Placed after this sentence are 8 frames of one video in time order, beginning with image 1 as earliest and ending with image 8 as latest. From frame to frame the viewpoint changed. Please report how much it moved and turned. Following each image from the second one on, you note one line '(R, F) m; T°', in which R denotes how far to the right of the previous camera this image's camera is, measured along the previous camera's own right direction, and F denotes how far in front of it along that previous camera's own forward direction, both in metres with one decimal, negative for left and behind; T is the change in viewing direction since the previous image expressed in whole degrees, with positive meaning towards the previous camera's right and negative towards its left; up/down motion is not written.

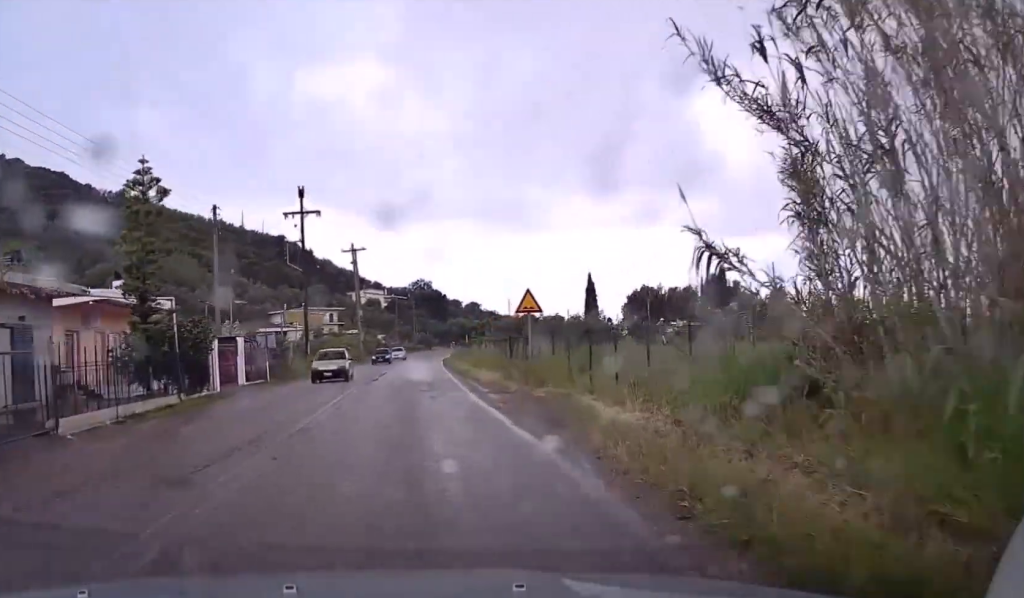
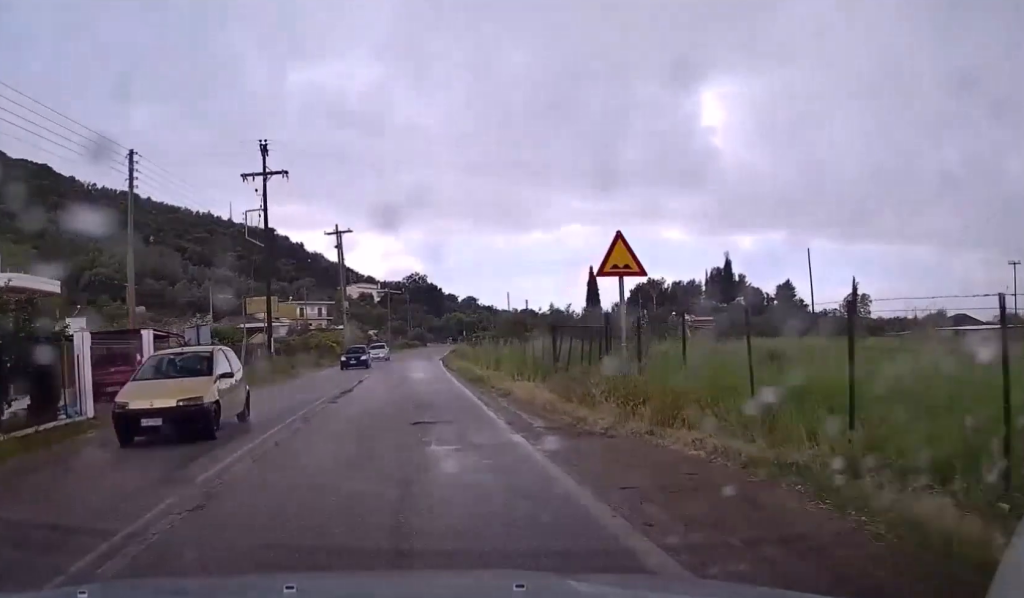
(0.0, +11.3) m; 0°
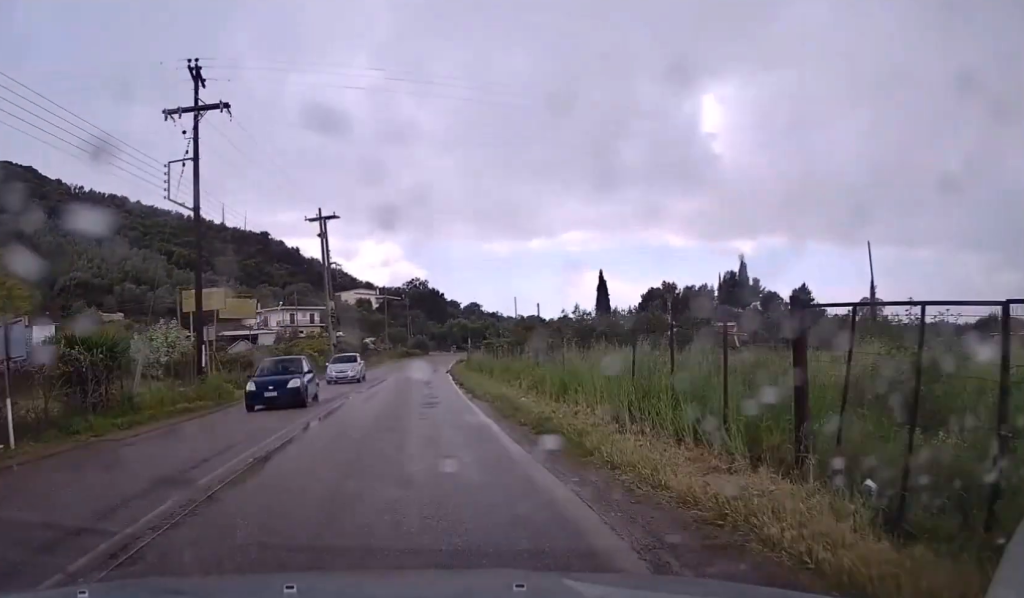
(+0.1, +13.4) m; 0°
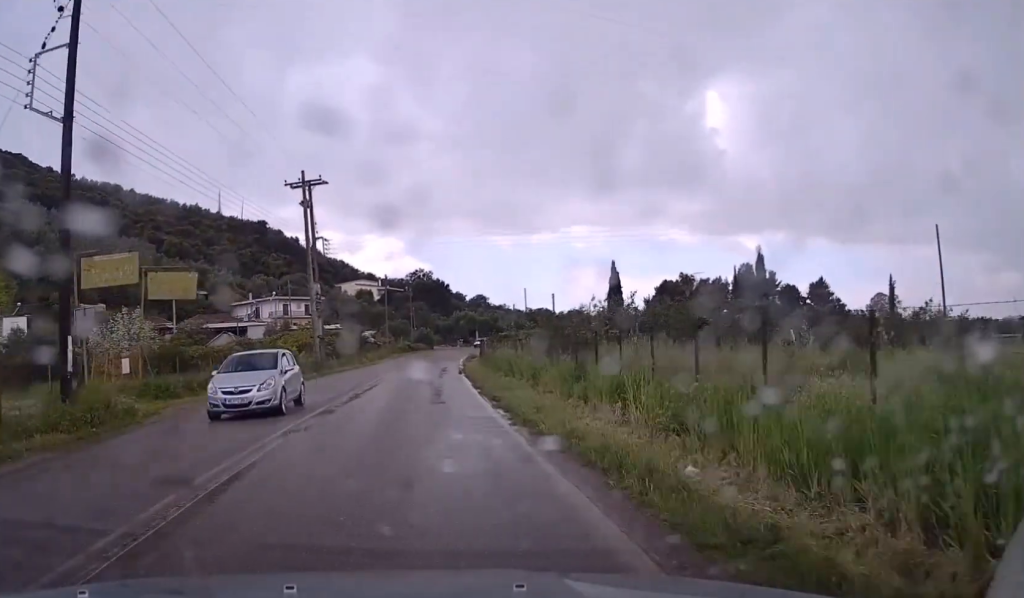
(-0.1, +10.9) m; 0°
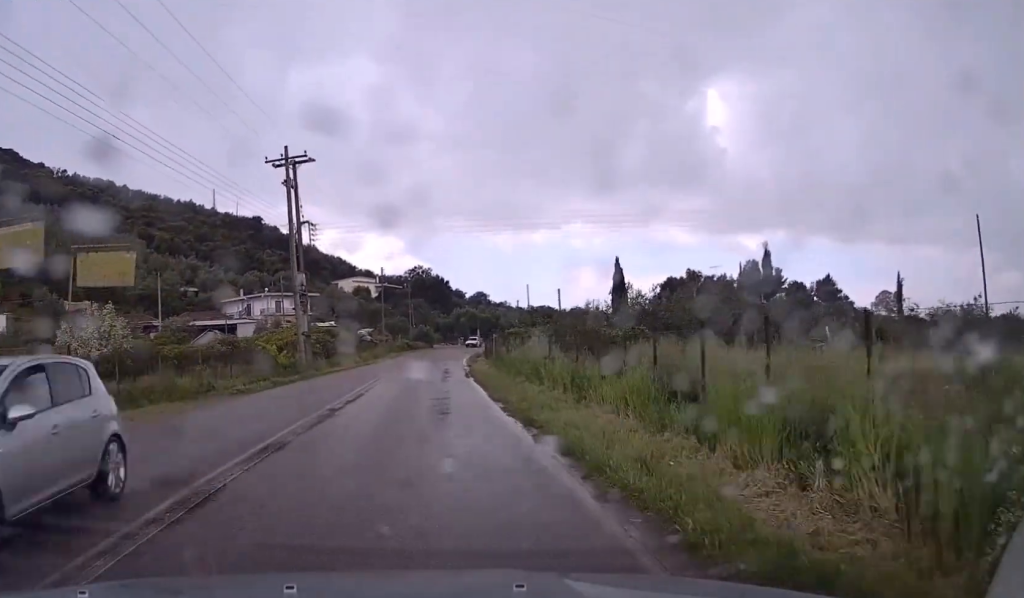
(0.0, +6.5) m; 0°
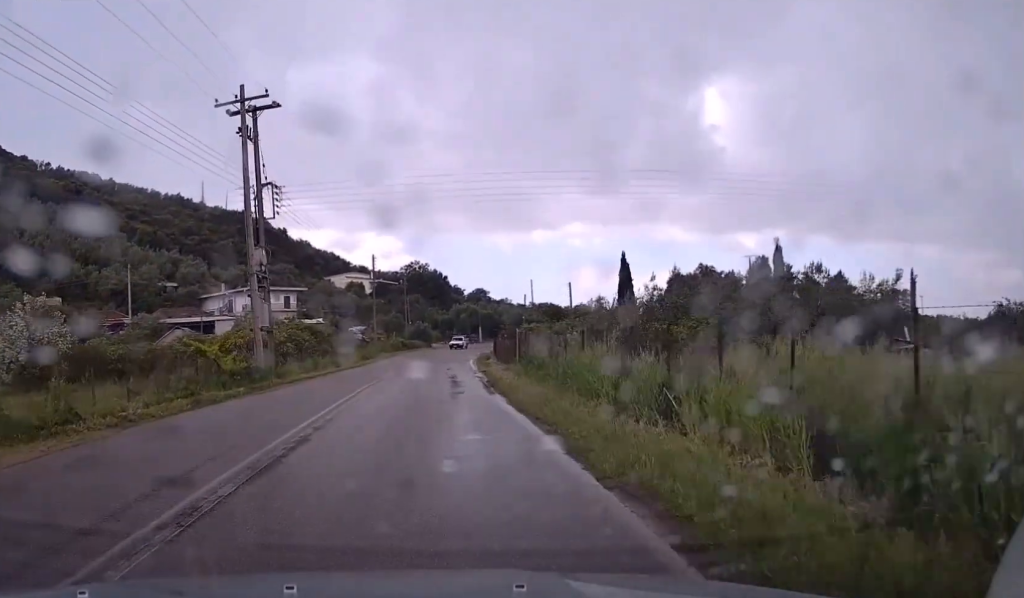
(0.0, +10.6) m; 0°
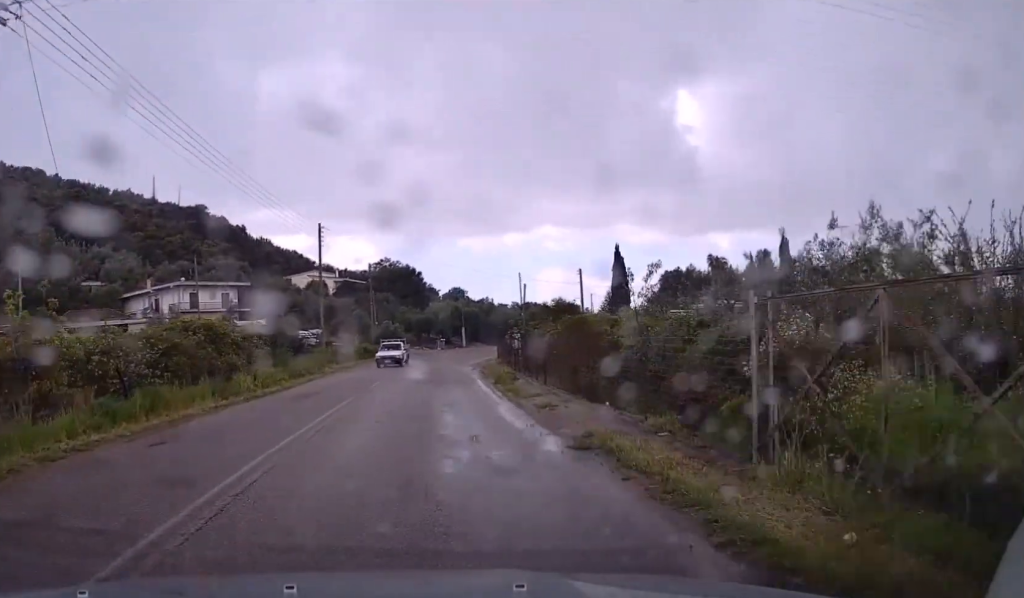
(+0.1, +23.3) m; +1°
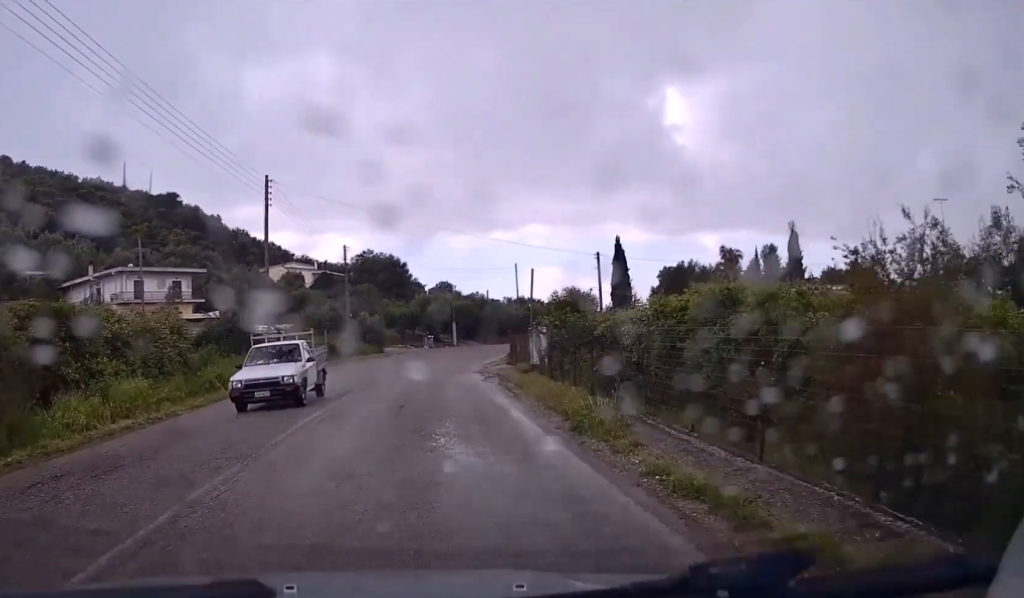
(+0.2, +14.4) m; +1°
